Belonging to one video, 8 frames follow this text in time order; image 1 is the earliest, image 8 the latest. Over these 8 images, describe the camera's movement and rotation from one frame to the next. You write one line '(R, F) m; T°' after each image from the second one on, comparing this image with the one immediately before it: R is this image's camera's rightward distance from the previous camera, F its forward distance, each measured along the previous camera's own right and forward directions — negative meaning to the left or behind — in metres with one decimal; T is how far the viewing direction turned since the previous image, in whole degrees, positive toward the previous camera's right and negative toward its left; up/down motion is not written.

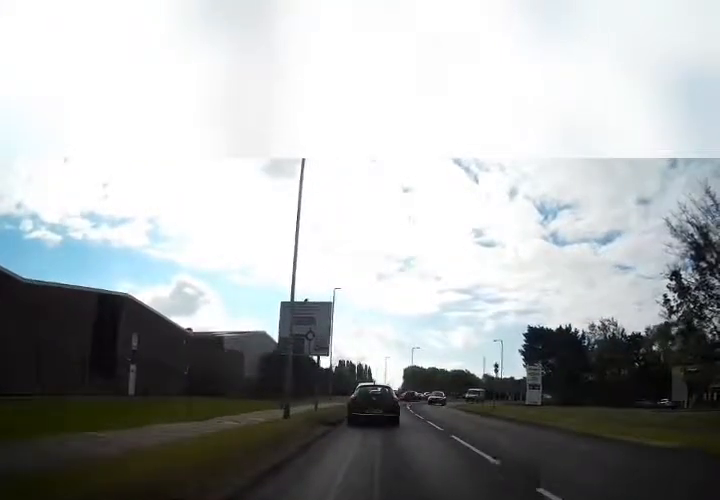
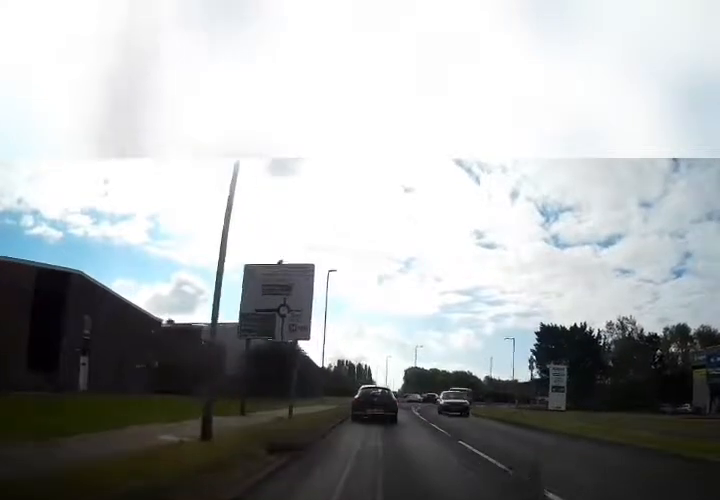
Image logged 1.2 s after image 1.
(0.0, +6.3) m; 0°
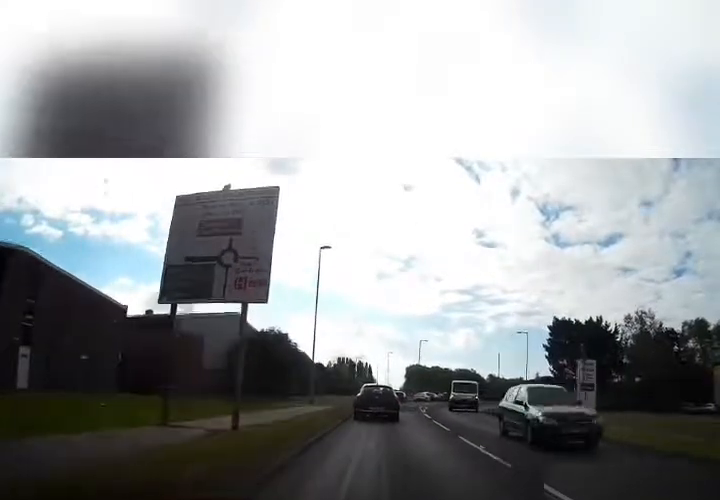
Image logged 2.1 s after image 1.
(+0.1, +5.3) m; 0°
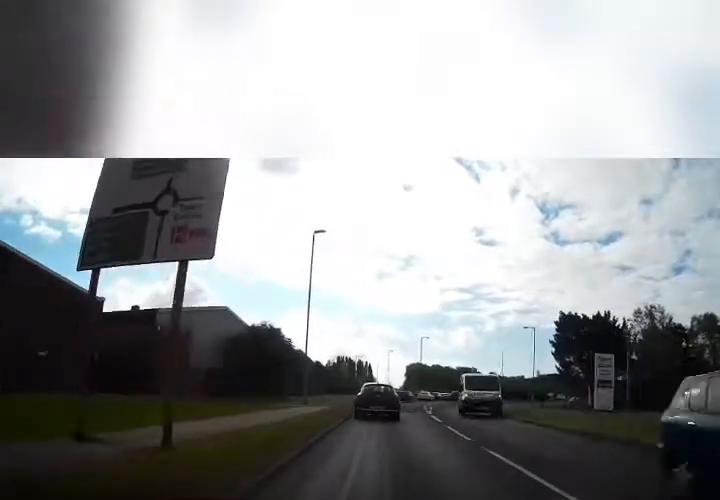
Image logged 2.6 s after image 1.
(0.0, +2.7) m; +1°
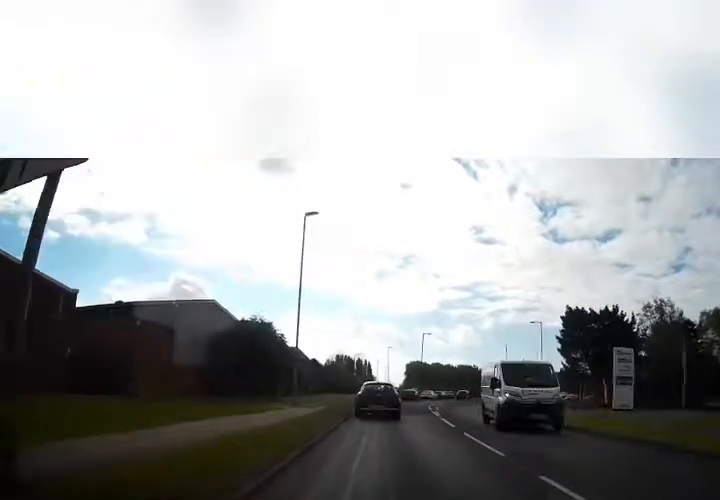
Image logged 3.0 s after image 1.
(0.0, +2.8) m; +1°
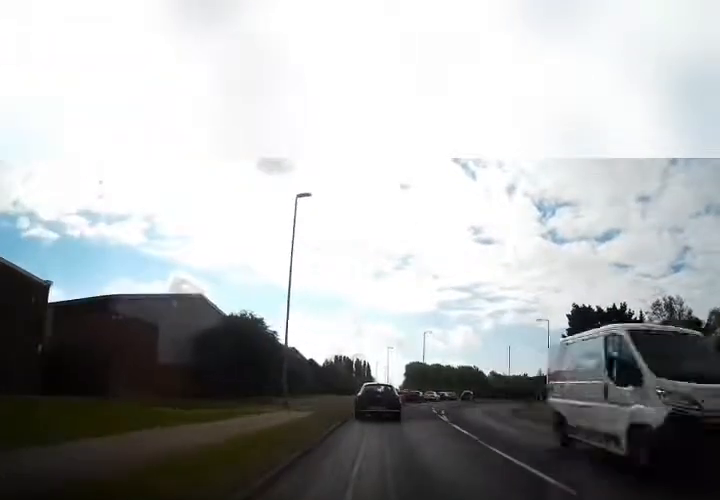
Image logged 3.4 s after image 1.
(-0.1, +2.6) m; +1°
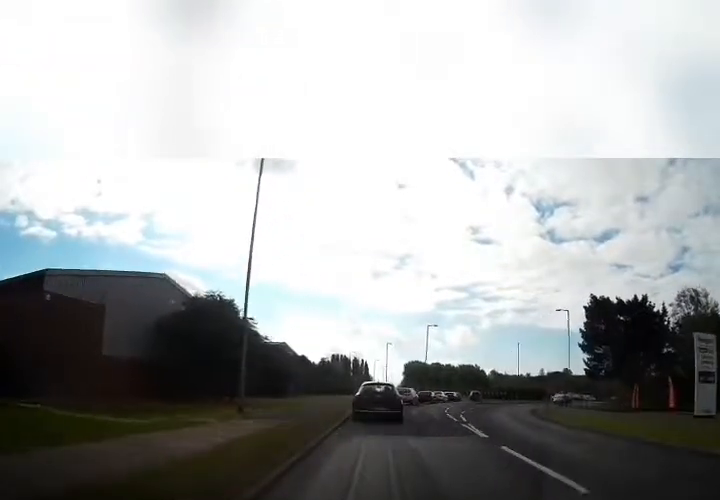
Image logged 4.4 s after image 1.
(+0.3, +6.6) m; 0°
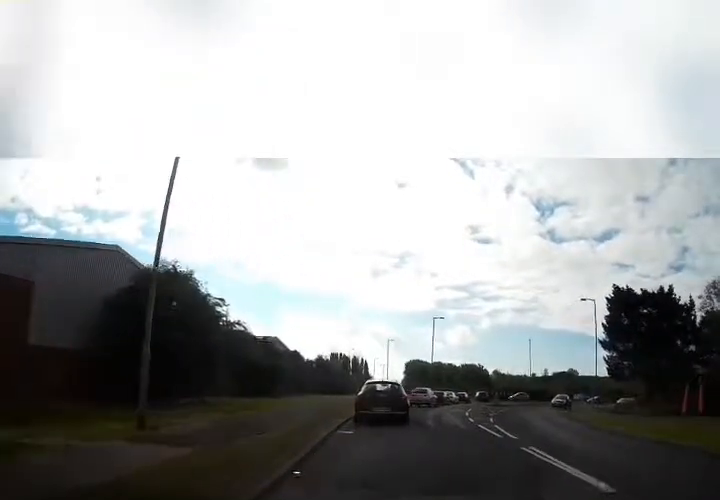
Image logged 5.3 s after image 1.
(-0.3, +6.1) m; -5°
